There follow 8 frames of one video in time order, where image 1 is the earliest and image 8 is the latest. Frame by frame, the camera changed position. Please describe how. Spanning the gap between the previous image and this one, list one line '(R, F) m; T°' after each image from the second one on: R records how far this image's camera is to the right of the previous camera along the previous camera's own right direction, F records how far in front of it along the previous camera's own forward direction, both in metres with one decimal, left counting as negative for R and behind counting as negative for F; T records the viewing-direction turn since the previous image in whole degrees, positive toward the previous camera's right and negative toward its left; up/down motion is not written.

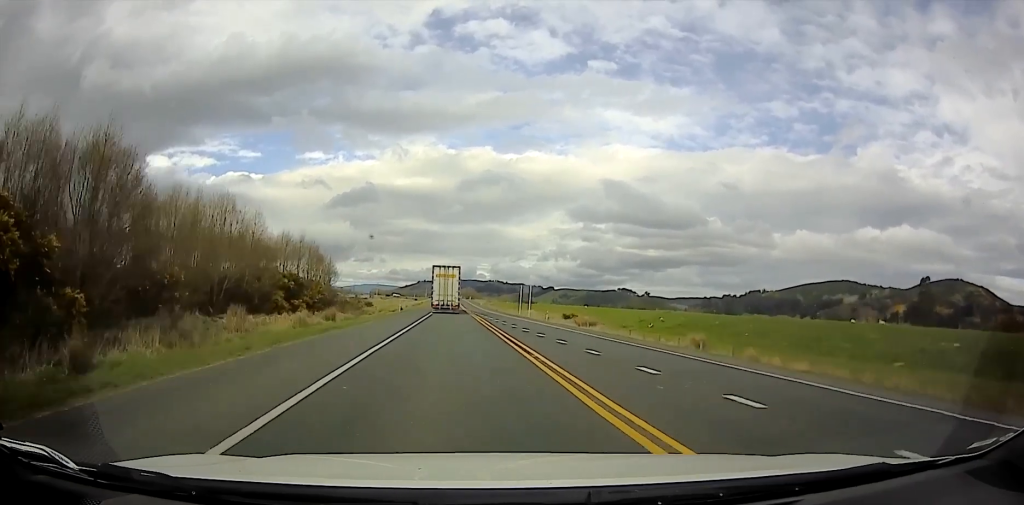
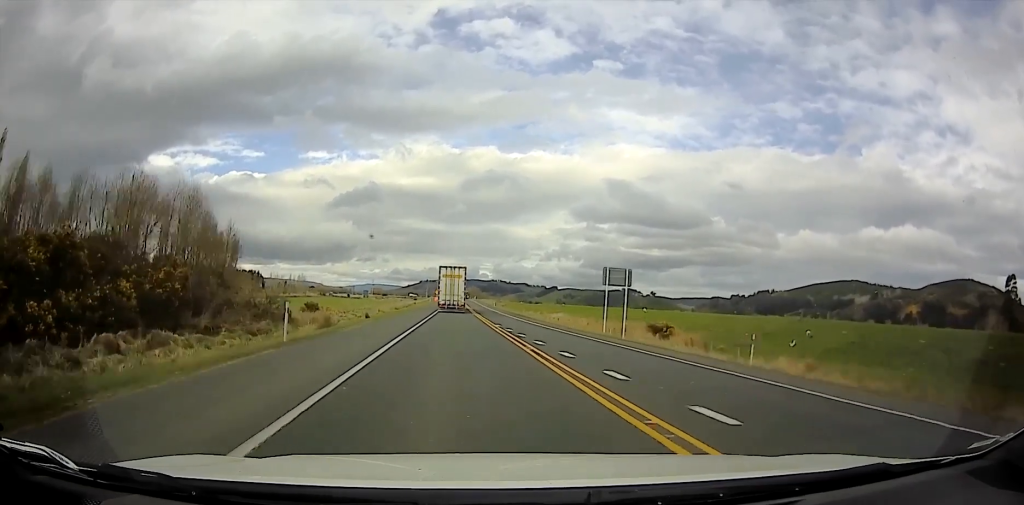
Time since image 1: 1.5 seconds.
(+0.1, +40.9) m; 0°
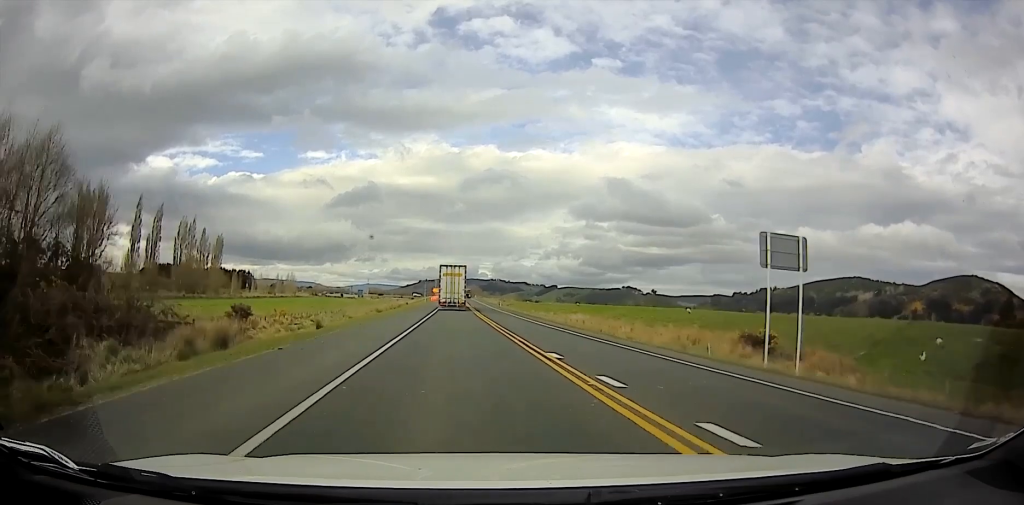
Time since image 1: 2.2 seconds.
(-0.4, +18.0) m; +1°
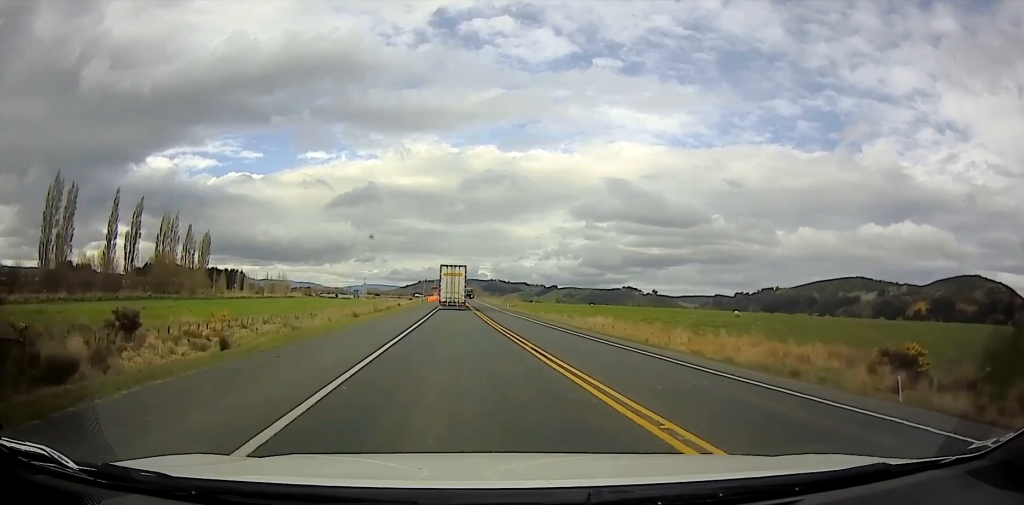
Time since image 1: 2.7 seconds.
(+0.6, +13.4) m; +2°
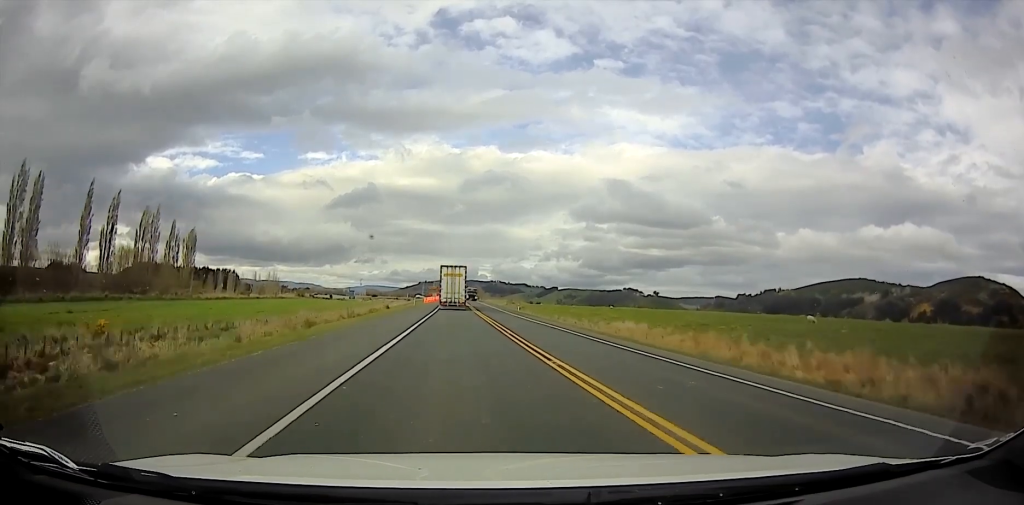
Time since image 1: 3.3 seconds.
(+0.3, +14.1) m; +1°
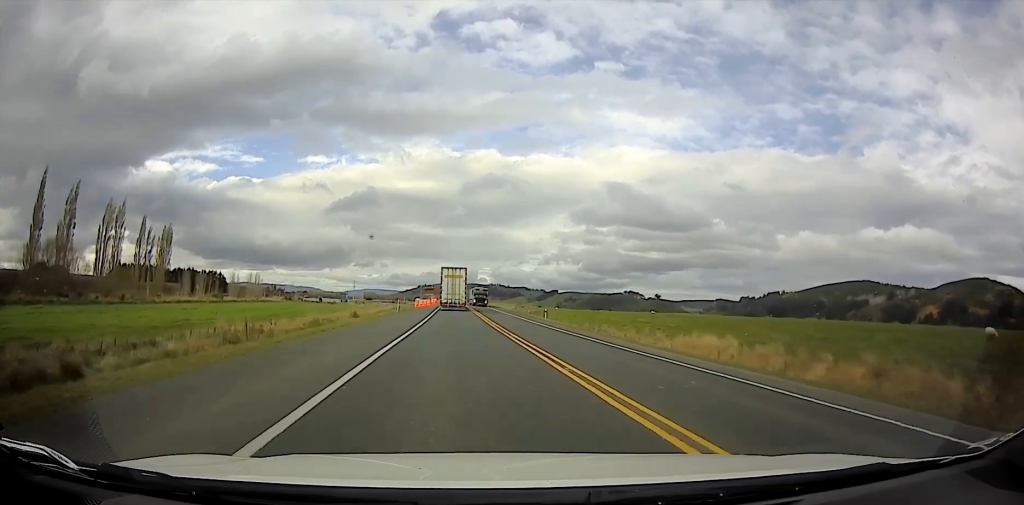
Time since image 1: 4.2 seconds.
(0.0, +21.2) m; 0°
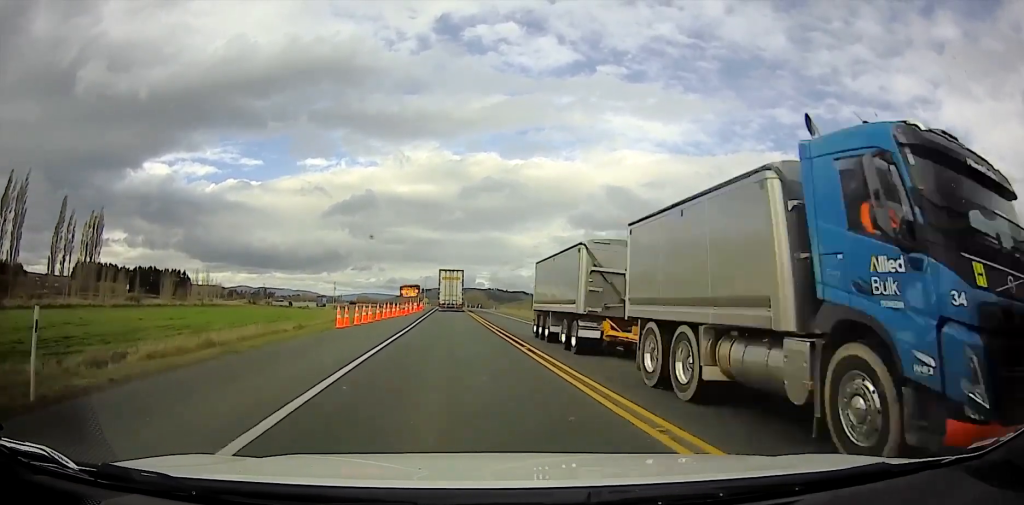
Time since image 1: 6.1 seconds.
(-0.1, +42.7) m; -1°
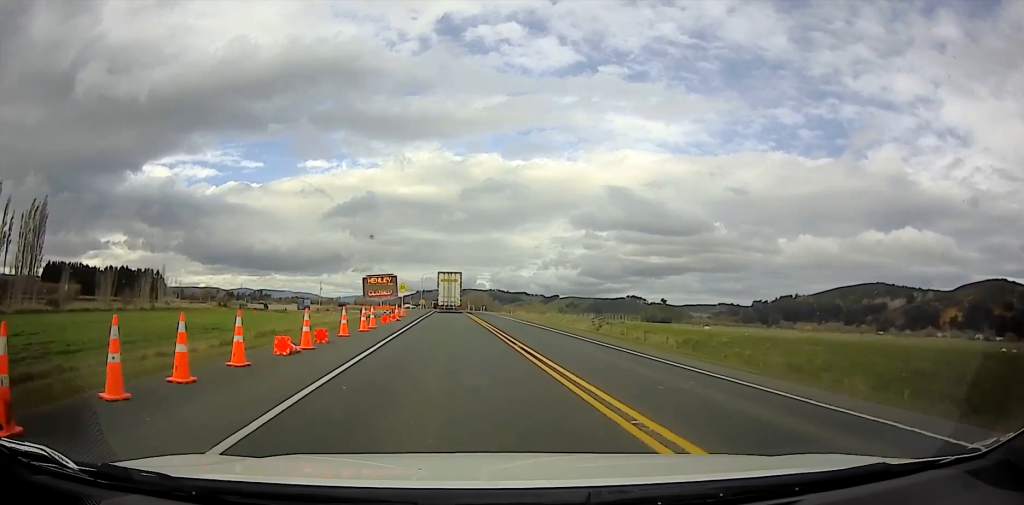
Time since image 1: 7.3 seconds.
(-0.5, +23.9) m; -2°
